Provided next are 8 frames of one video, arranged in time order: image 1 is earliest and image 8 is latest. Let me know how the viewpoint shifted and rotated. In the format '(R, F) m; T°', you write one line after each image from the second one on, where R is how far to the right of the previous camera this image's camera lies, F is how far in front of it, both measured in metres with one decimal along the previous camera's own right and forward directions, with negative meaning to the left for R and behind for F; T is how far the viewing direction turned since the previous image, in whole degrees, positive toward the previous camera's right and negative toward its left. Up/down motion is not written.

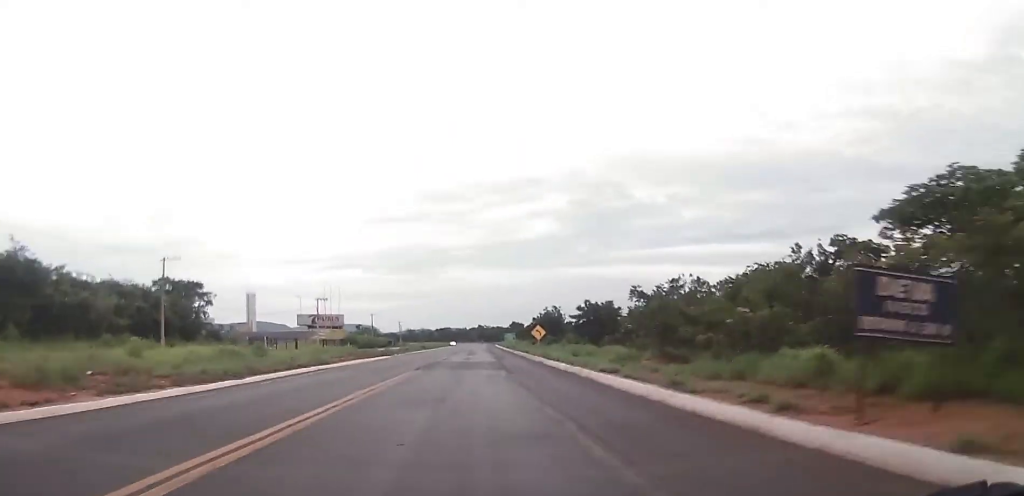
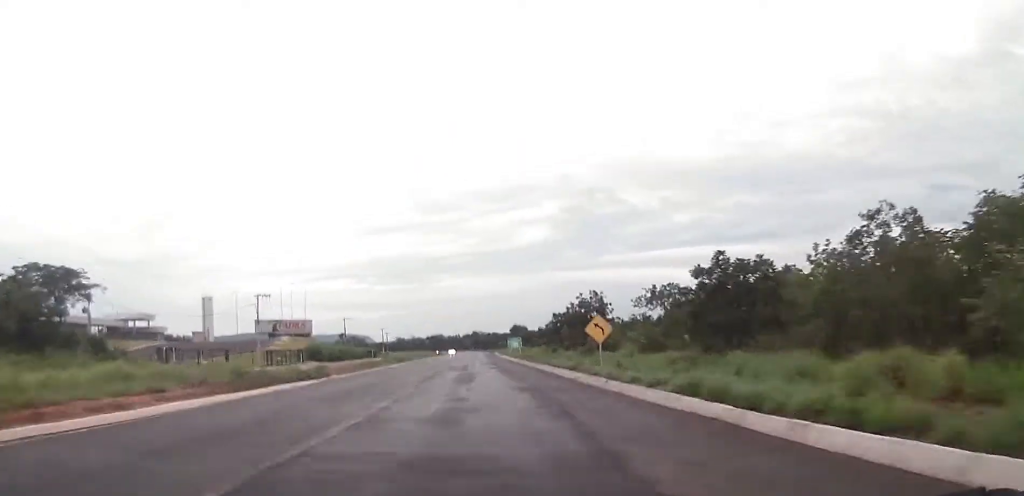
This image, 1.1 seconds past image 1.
(-0.2, +31.8) m; 0°
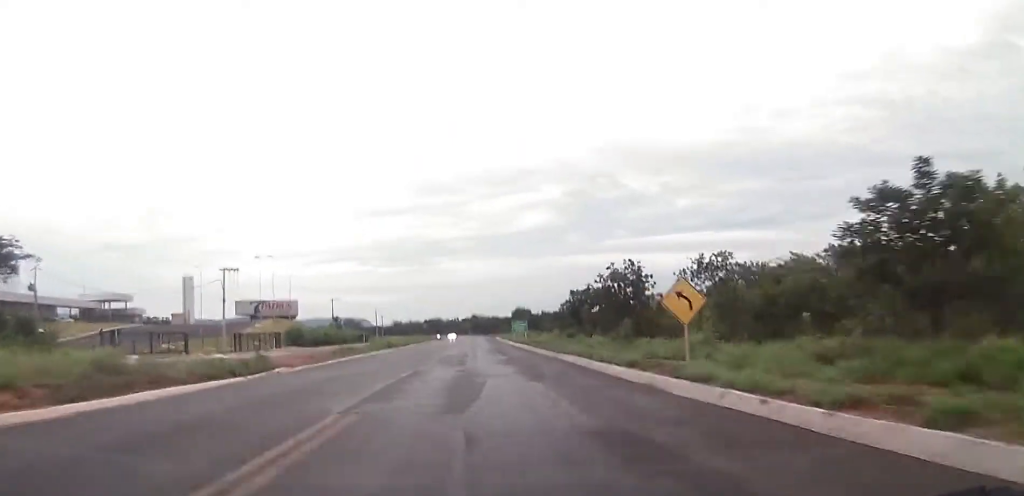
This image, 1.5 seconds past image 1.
(0.0, +12.8) m; 0°
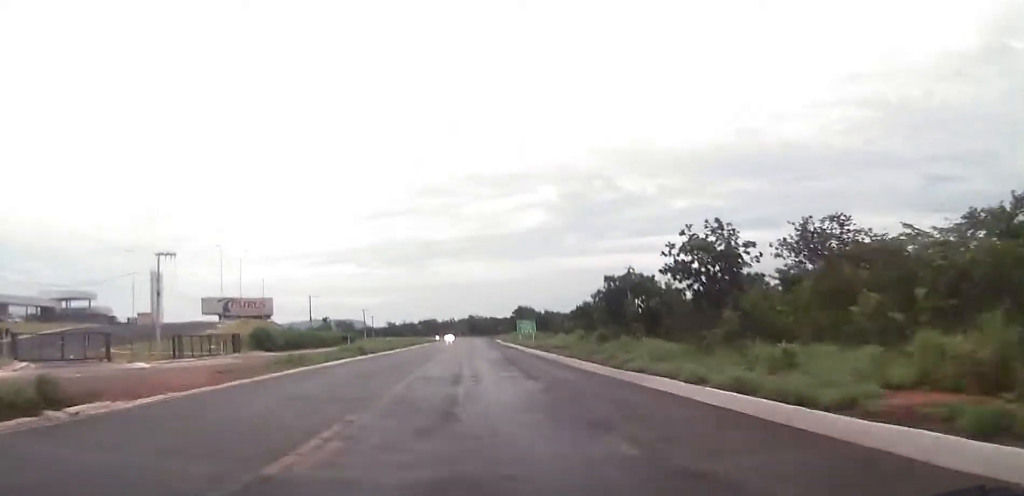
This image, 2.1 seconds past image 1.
(0.0, +16.5) m; +1°
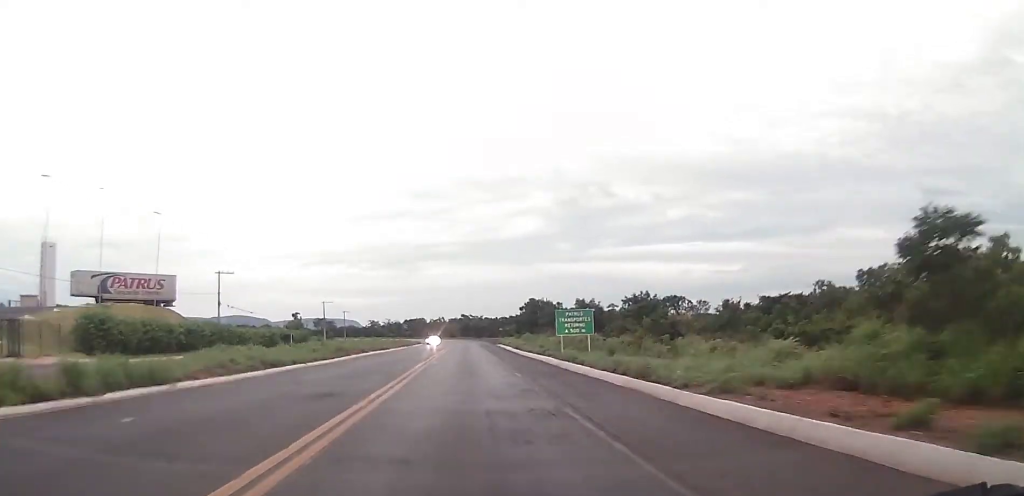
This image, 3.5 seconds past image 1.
(+0.6, +42.4) m; +1°
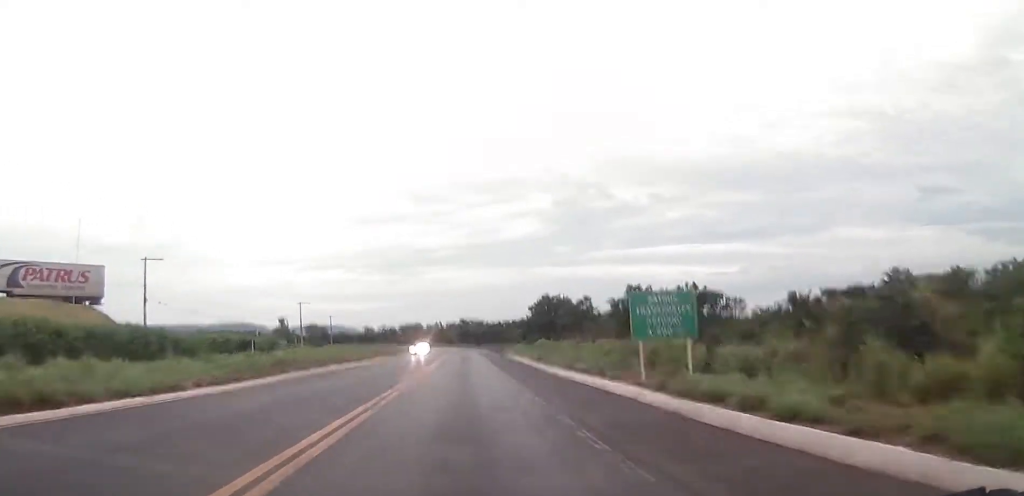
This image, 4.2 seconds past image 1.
(-0.3, +19.0) m; 0°
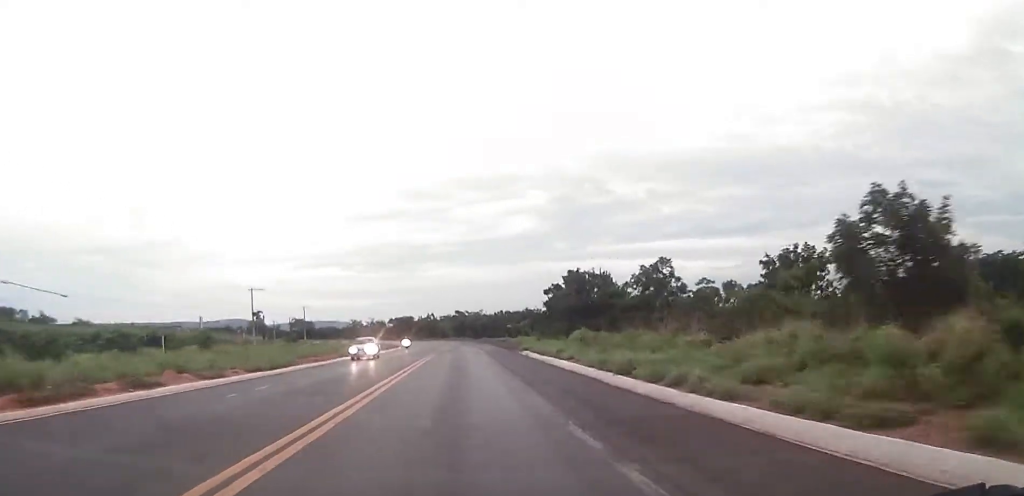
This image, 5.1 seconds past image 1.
(+0.3, +25.3) m; 0°
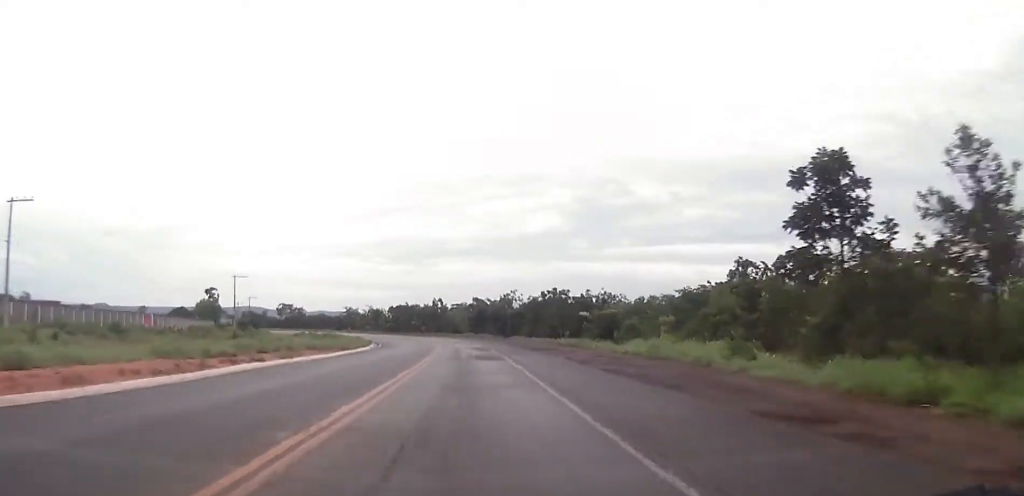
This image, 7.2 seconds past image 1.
(-0.6, +56.7) m; -2°
